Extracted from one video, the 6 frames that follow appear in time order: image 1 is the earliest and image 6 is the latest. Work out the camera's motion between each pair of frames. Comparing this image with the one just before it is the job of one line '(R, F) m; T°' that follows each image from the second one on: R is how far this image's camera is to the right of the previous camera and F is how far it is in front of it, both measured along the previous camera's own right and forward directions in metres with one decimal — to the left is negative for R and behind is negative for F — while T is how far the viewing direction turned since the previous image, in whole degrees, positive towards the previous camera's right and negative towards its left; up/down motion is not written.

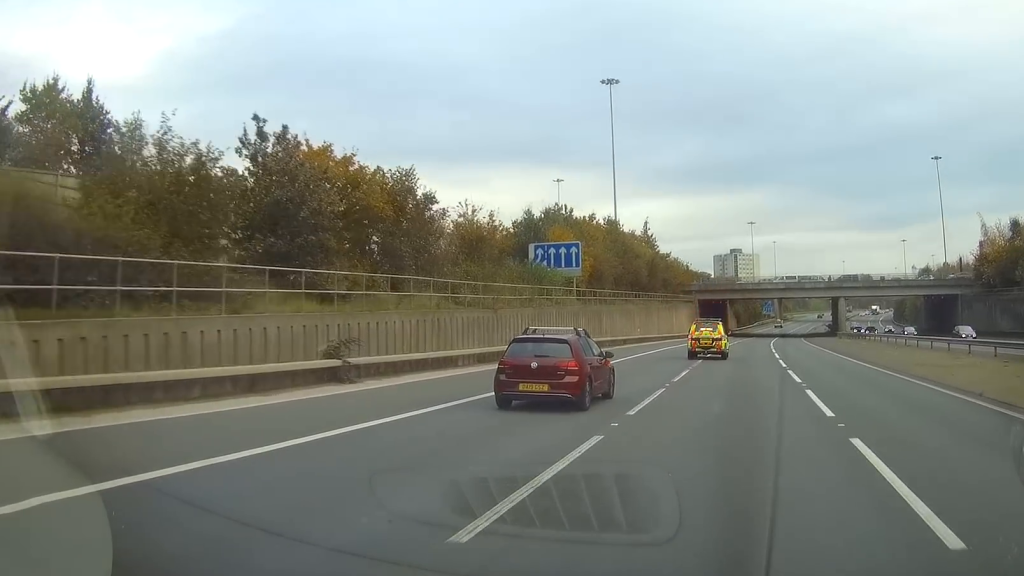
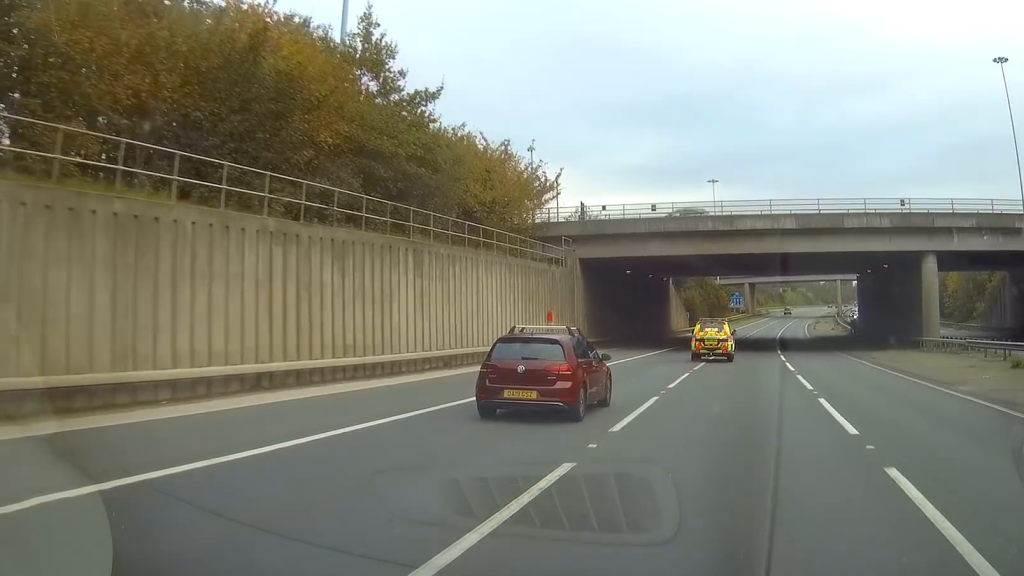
(+1.7, +74.3) m; +3°
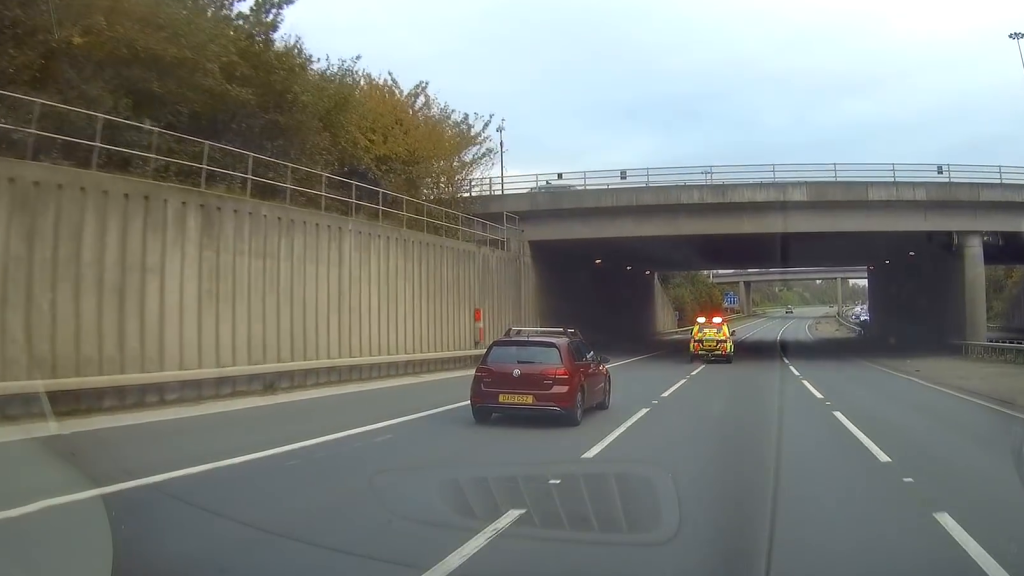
(+0.2, +11.2) m; +1°
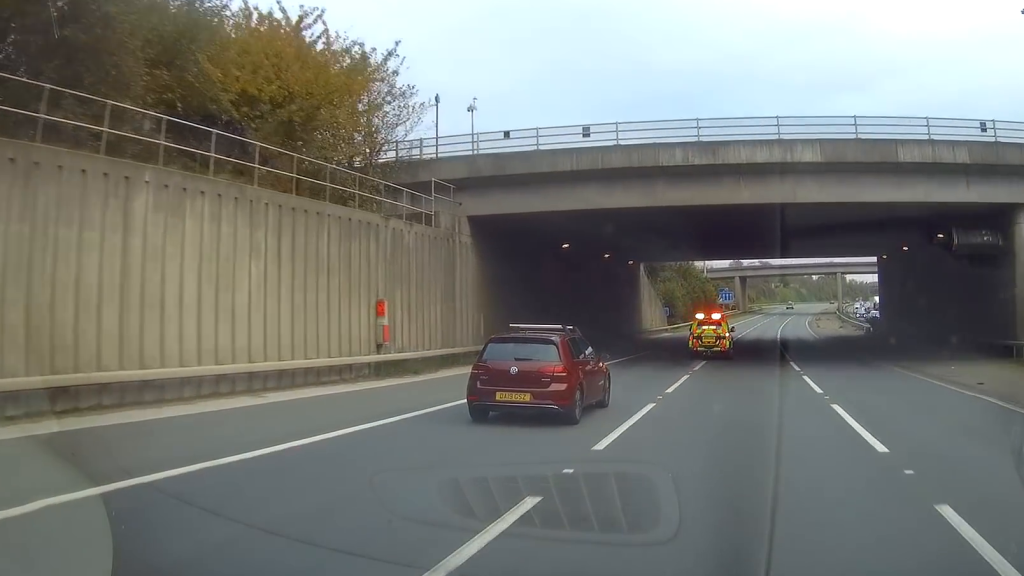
(0.0, +8.5) m; 0°
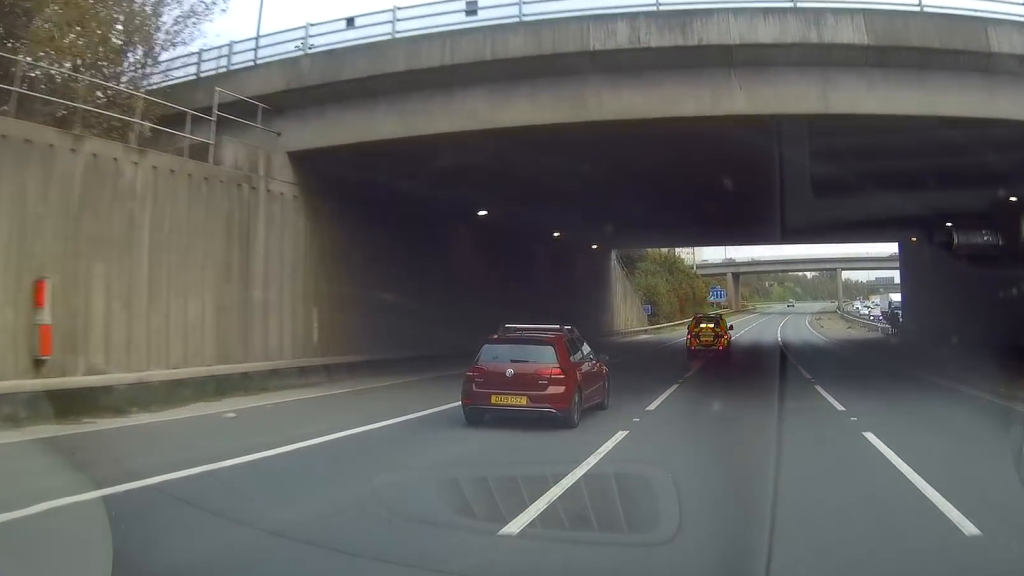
(0.0, +12.9) m; 0°
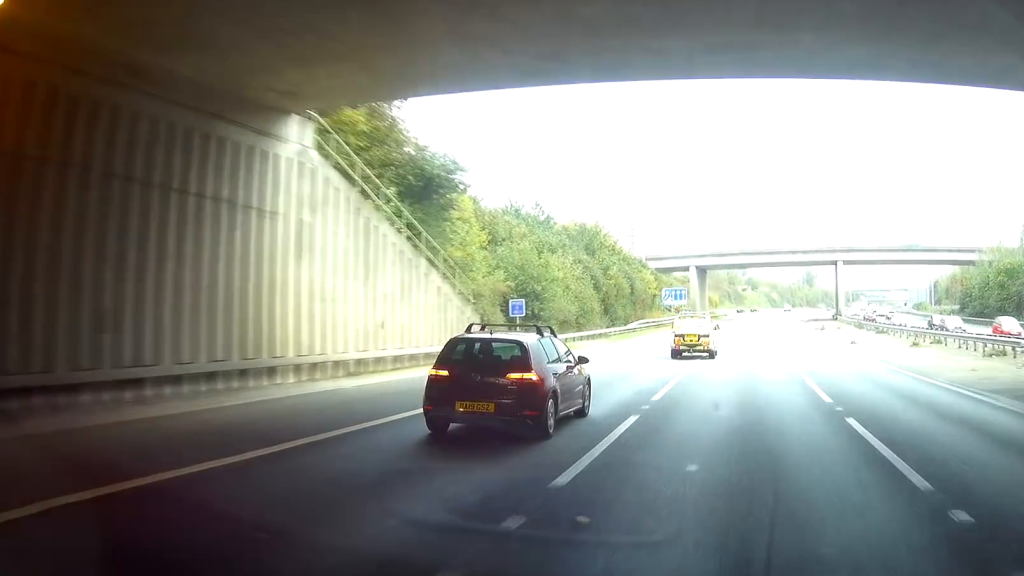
(+0.1, +42.1) m; 0°
